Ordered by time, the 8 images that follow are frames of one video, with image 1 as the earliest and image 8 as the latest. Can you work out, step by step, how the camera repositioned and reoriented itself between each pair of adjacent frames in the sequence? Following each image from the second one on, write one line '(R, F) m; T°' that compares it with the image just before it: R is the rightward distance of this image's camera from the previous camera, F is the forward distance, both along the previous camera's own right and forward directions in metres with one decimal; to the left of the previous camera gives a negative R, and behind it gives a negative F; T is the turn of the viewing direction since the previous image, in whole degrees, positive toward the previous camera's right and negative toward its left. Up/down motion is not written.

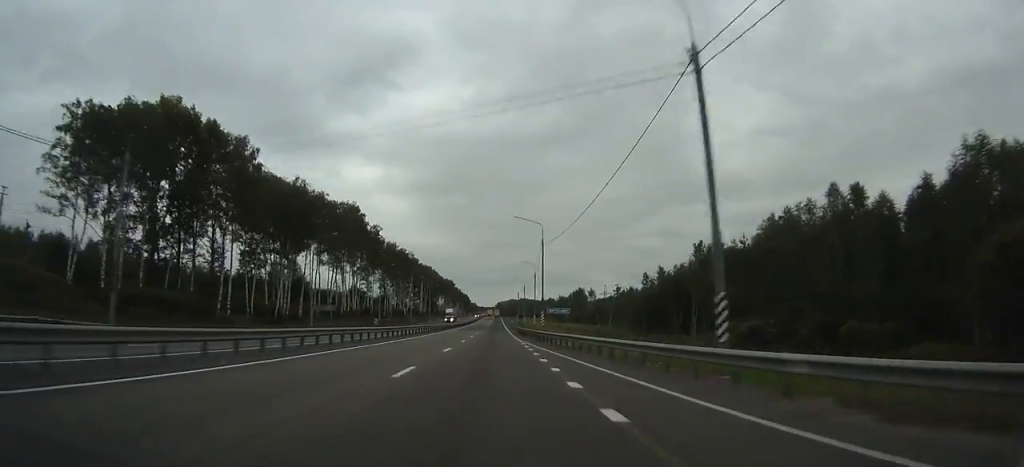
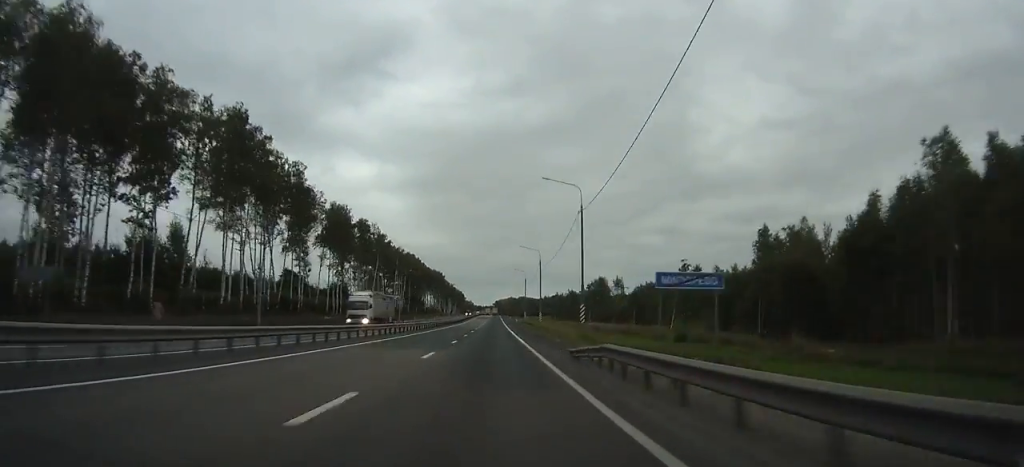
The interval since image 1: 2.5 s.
(+0.1, +53.4) m; 0°
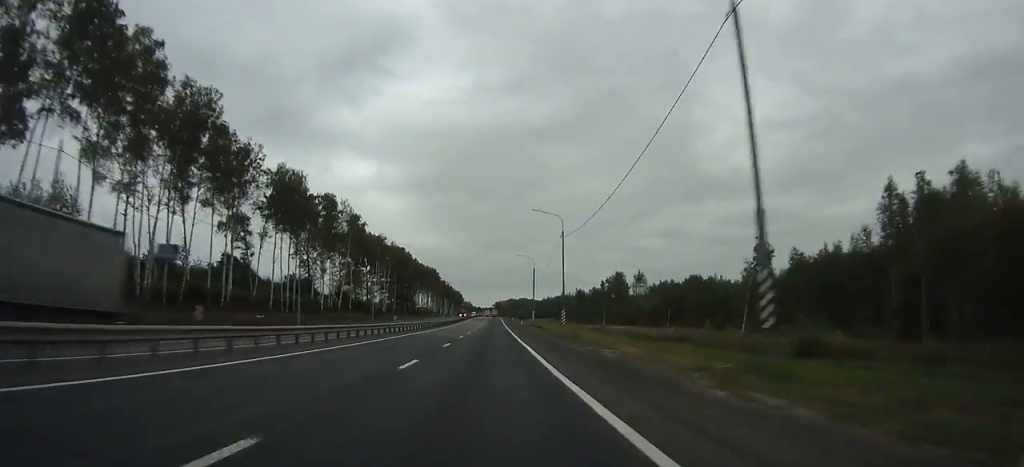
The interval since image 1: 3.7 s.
(+0.1, +27.6) m; 0°
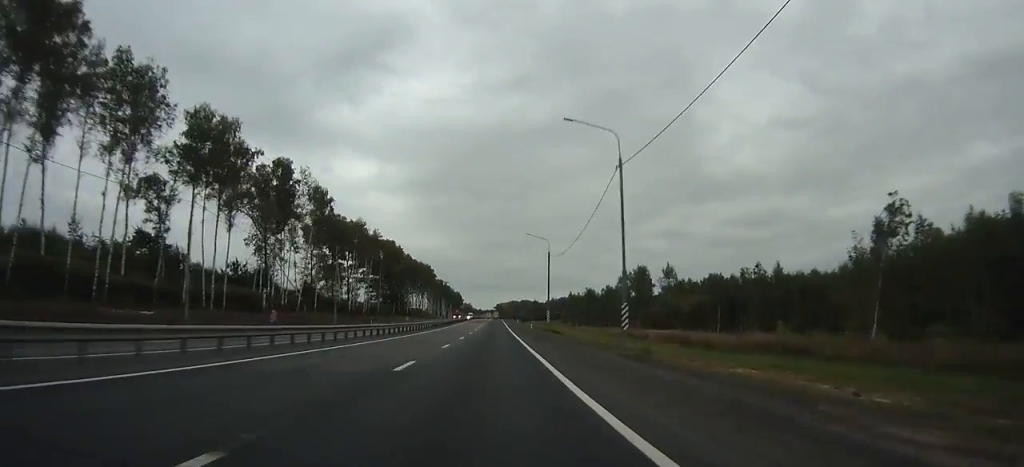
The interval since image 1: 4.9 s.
(0.0, +24.7) m; 0°
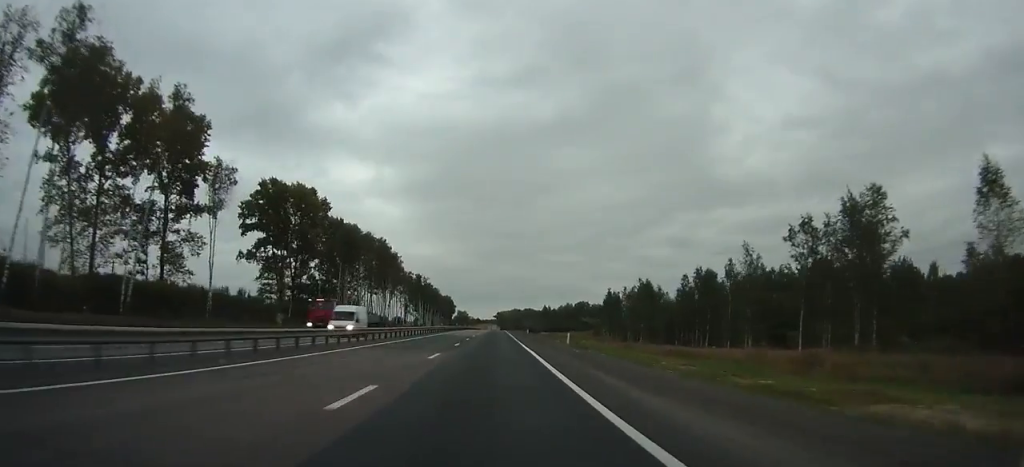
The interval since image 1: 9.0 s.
(+0.1, +90.2) m; 0°
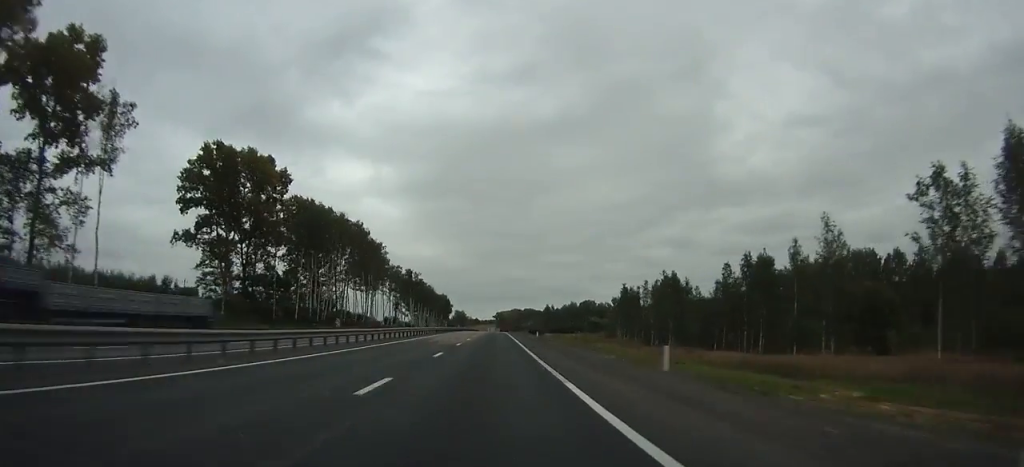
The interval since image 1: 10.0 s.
(0.0, +21.9) m; 0°
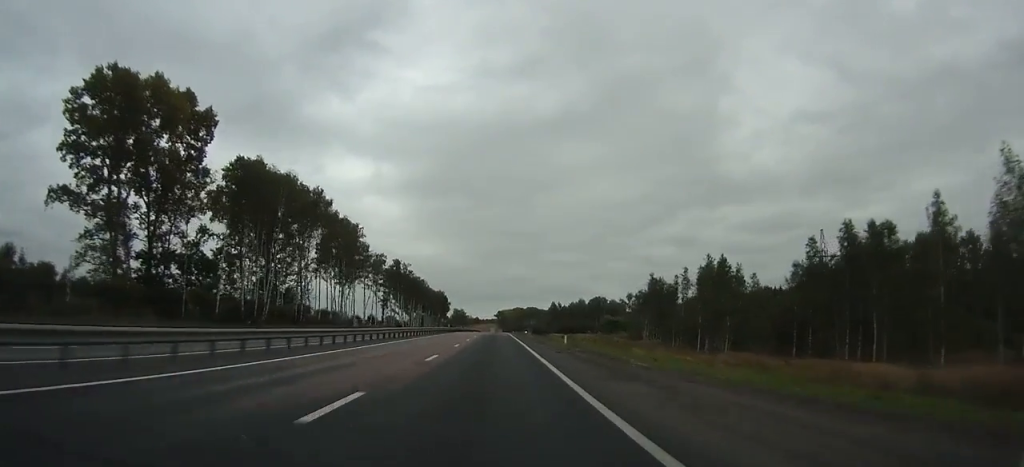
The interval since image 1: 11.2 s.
(0.0, +26.5) m; 0°
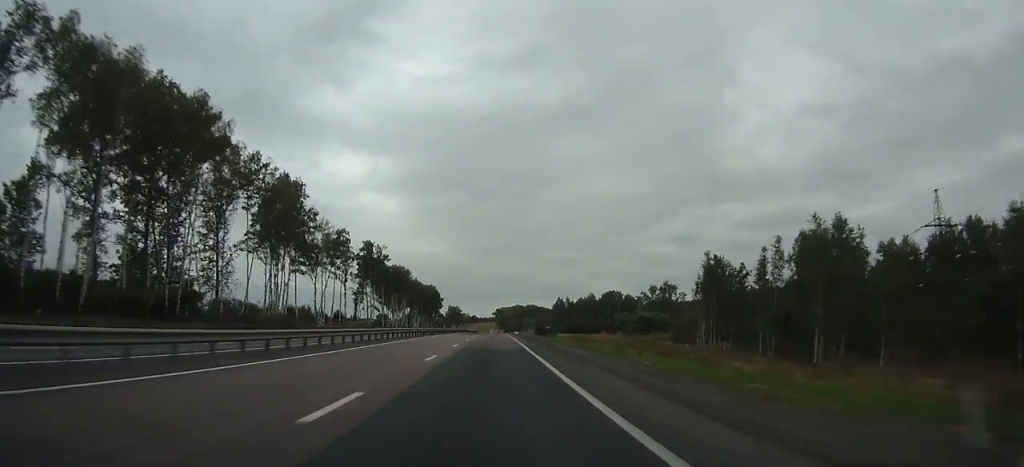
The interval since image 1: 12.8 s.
(0.0, +35.6) m; 0°
